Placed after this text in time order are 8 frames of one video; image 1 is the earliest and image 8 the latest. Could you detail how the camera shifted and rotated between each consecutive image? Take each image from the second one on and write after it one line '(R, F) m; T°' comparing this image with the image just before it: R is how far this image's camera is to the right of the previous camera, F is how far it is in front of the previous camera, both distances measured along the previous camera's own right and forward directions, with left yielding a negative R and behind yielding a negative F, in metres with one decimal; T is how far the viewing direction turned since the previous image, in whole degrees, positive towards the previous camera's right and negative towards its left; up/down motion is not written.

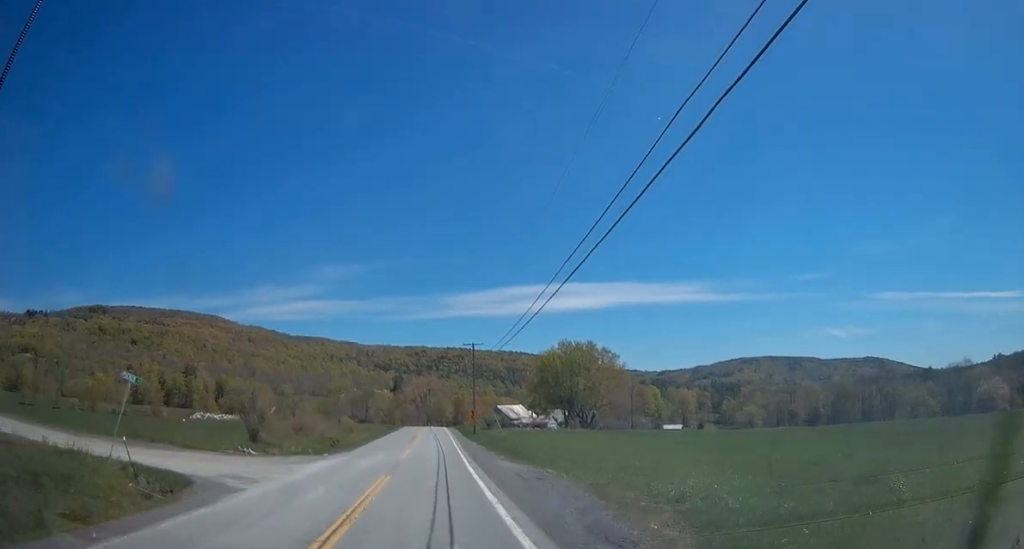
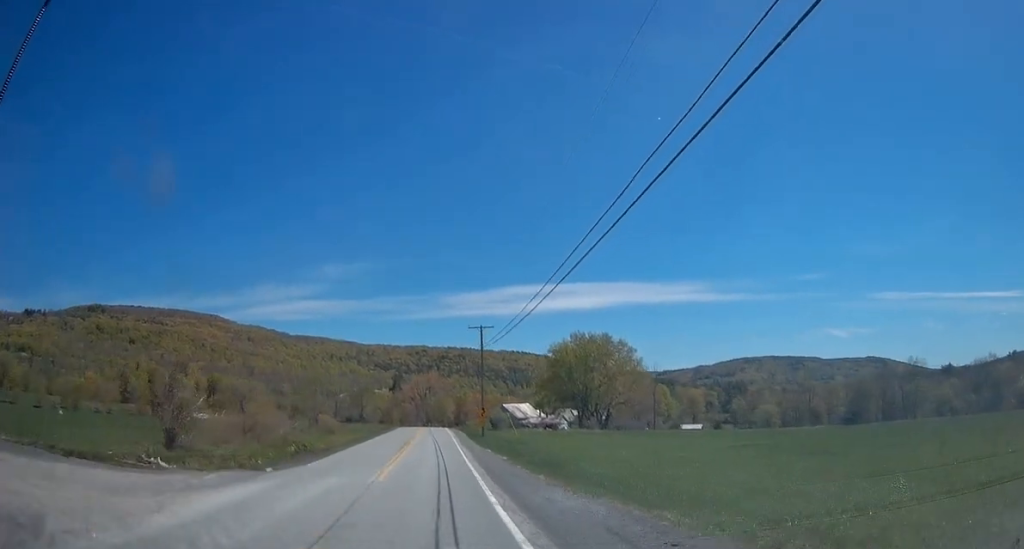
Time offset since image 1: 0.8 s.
(-0.2, +12.7) m; -1°
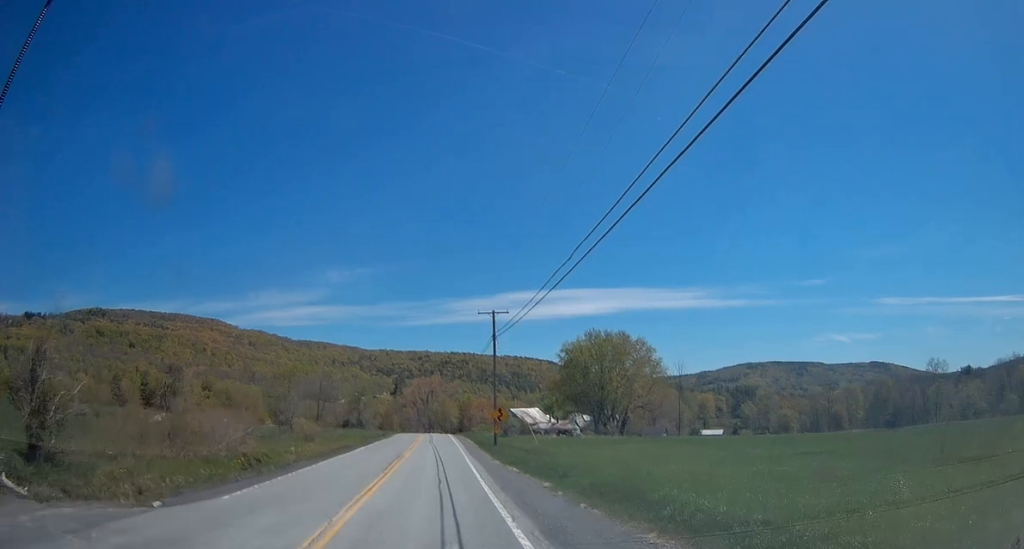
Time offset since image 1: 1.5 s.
(-0.2, +10.6) m; -1°
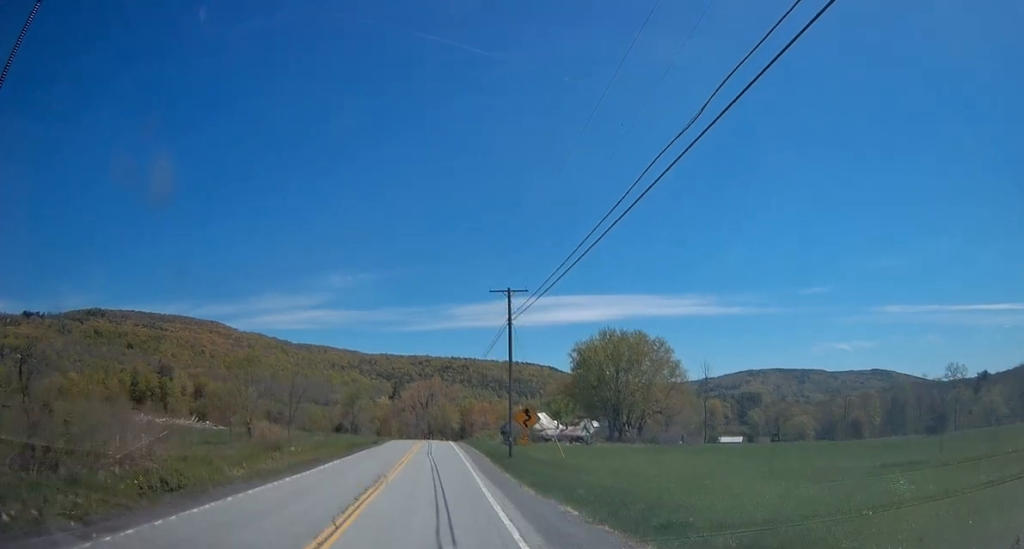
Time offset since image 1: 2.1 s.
(0.0, +10.1) m; 0°
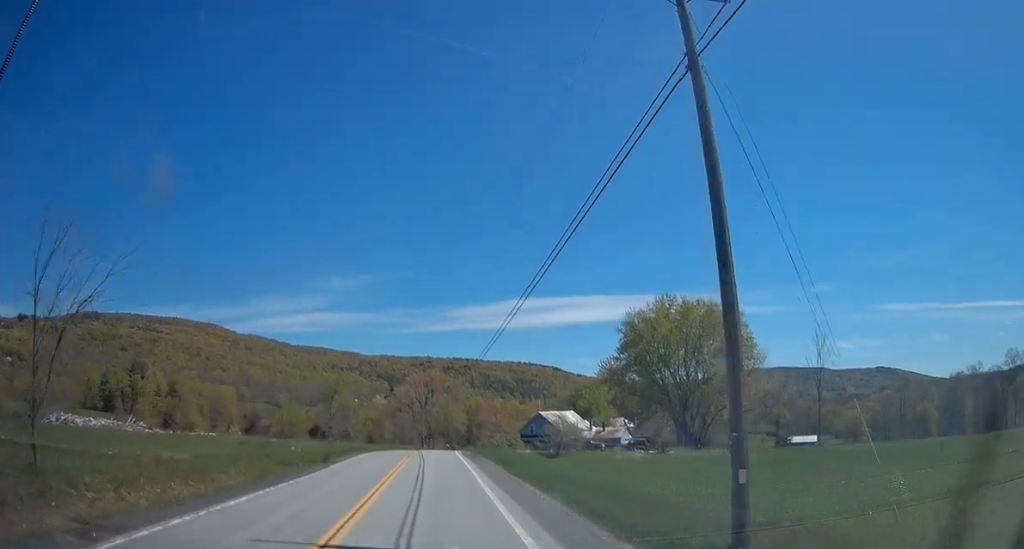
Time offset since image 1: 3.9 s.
(+0.3, +29.1) m; 0°
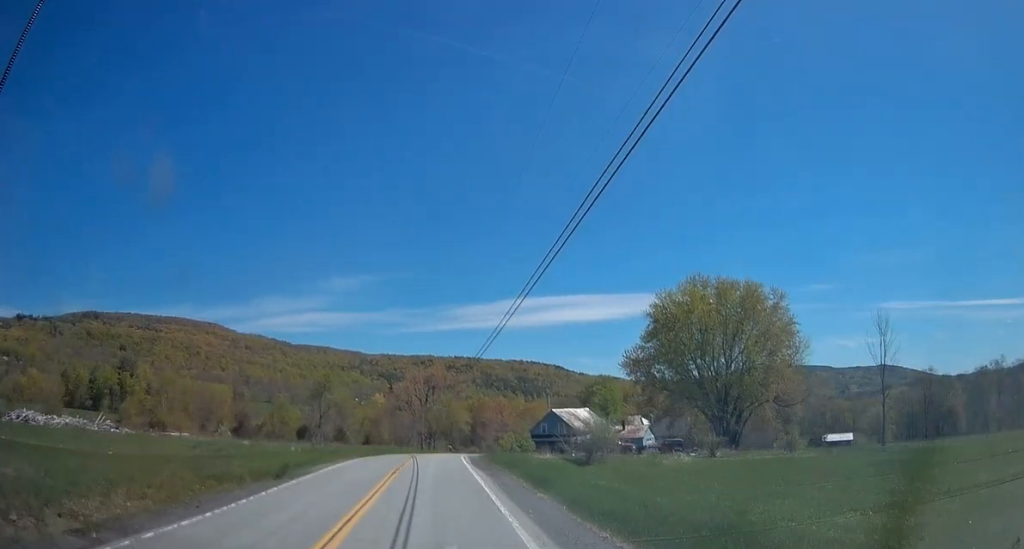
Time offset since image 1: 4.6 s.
(-0.1, +10.6) m; -1°
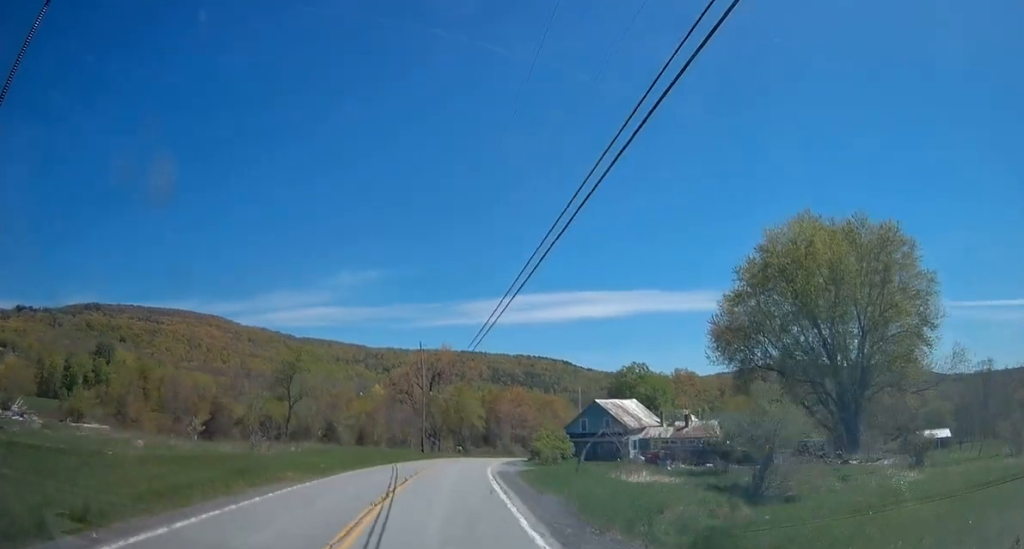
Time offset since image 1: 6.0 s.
(+0.1, +22.7) m; +1°
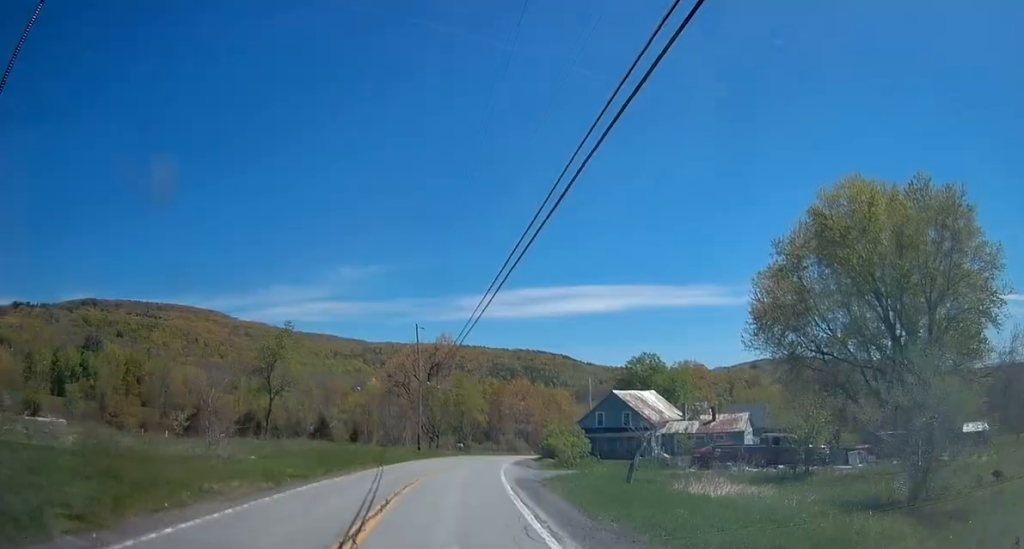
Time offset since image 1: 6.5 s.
(0.0, +7.9) m; 0°
